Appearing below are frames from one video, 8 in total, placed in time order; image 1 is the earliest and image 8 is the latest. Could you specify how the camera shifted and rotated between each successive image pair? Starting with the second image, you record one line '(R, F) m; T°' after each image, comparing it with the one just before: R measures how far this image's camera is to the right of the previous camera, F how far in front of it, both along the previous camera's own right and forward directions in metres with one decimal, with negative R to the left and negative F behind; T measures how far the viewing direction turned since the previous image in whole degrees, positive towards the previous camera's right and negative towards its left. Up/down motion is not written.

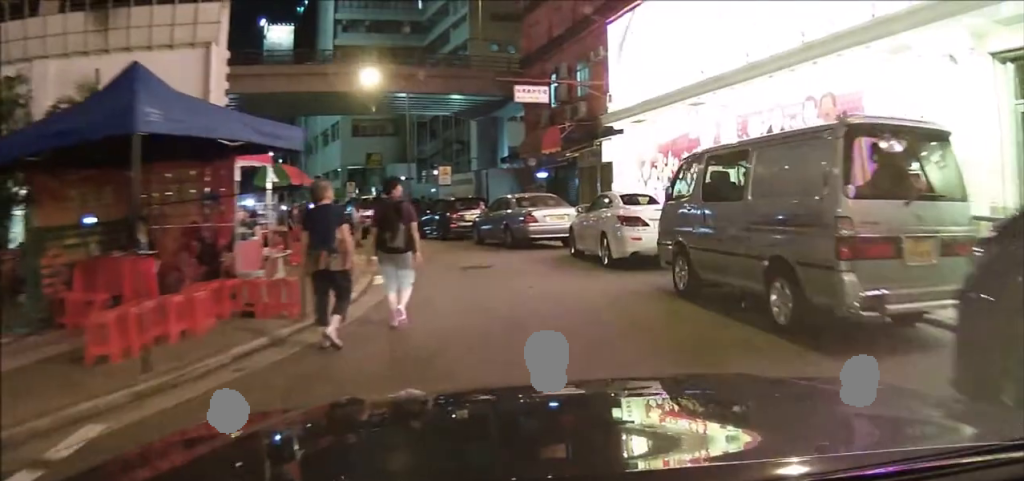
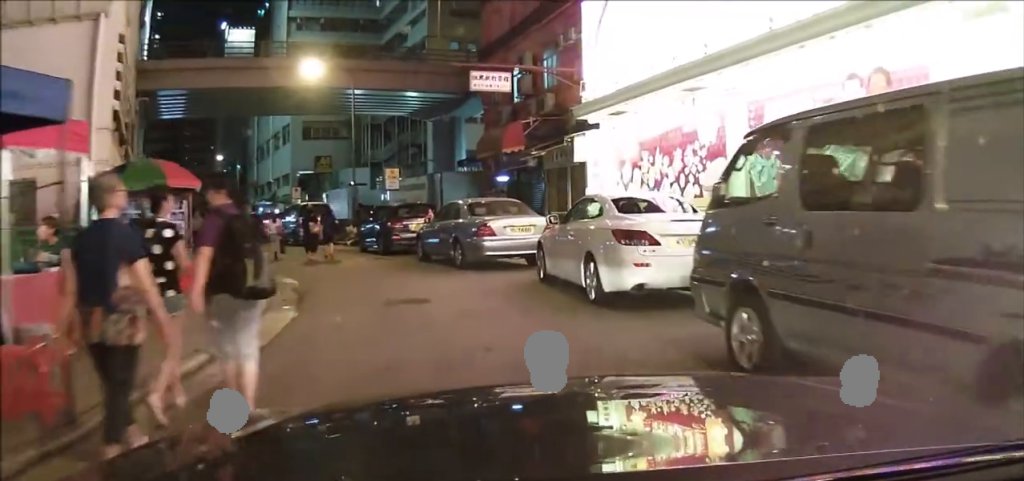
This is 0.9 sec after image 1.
(0.0, +4.1) m; +1°
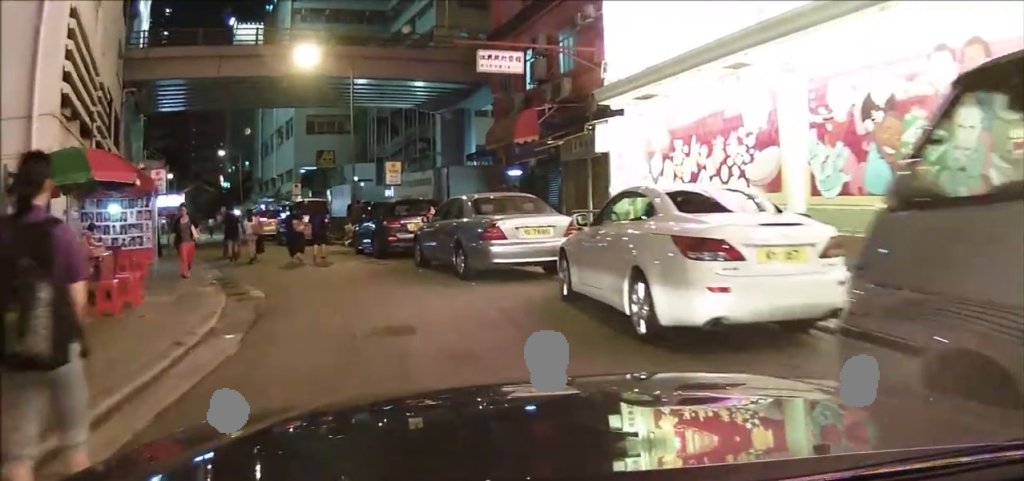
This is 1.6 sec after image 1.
(0.0, +3.2) m; +1°
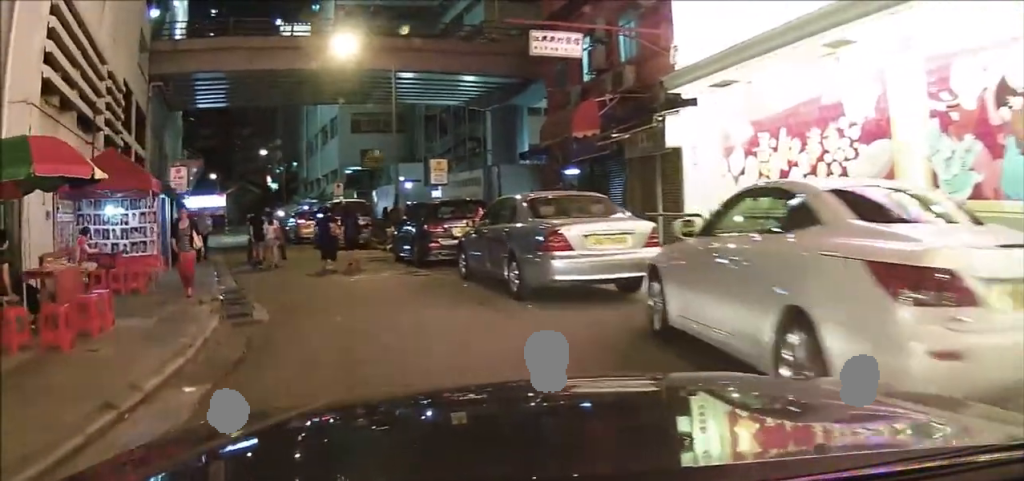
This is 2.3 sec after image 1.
(+0.1, +3.0) m; +1°
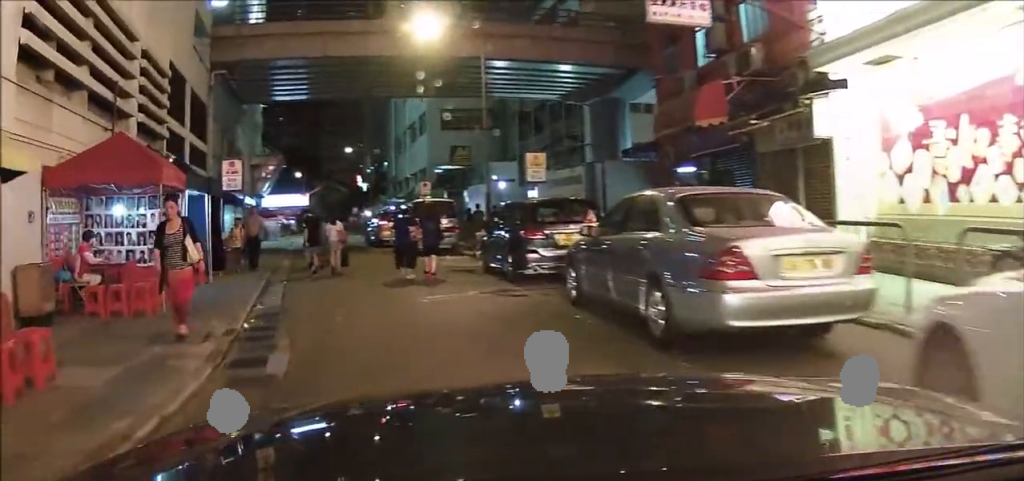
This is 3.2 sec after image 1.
(0.0, +3.8) m; +5°
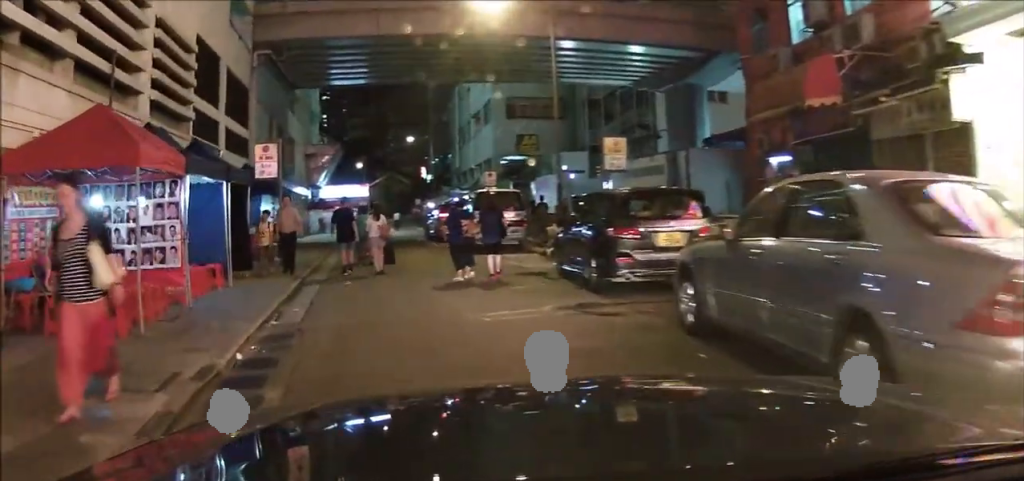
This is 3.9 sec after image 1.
(+0.2, +2.8) m; -4°
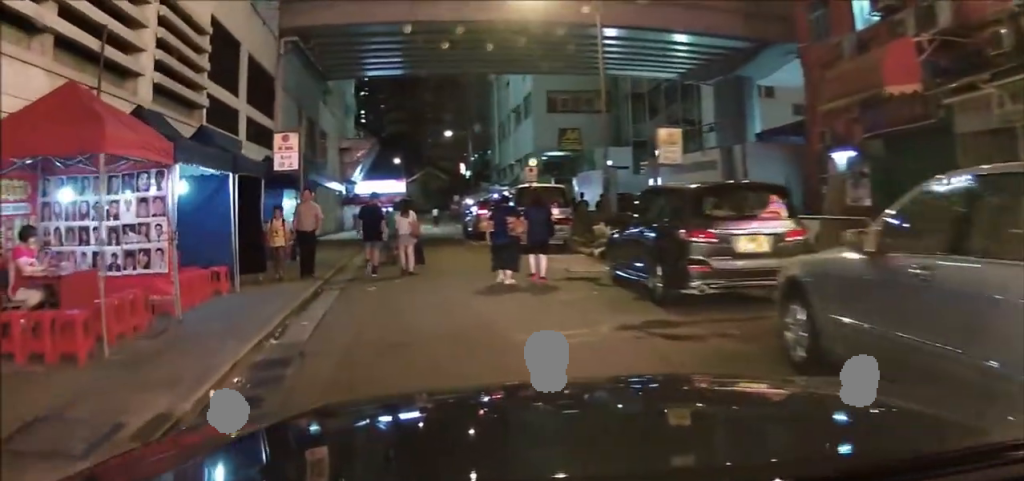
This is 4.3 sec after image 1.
(+0.4, +1.6) m; -4°
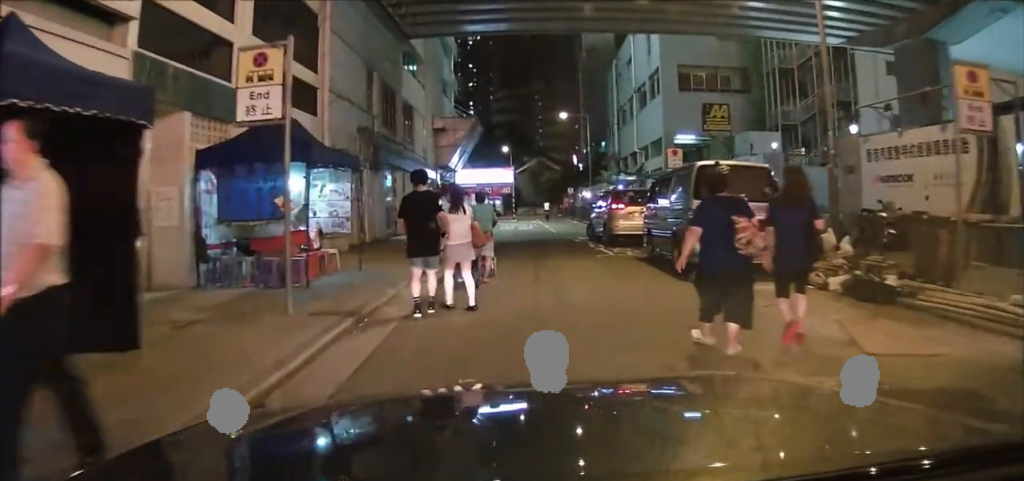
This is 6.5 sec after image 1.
(-3.7, +7.4) m; -31°
